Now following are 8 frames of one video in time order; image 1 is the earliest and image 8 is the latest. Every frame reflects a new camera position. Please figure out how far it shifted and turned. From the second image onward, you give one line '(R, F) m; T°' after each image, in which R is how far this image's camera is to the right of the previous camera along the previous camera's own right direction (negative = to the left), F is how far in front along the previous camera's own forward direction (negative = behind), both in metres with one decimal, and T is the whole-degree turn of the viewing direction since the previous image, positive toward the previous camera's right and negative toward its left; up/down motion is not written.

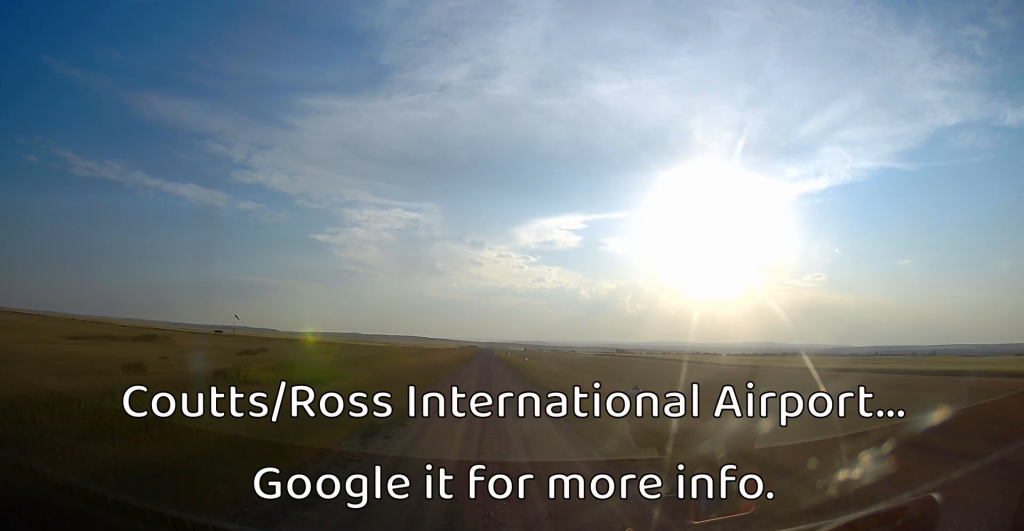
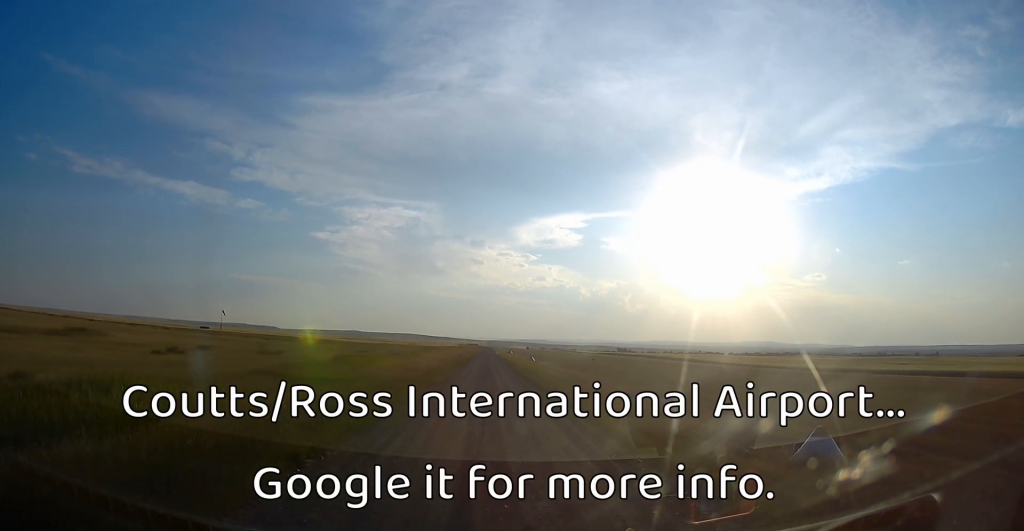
(+0.3, +11.3) m; +2°
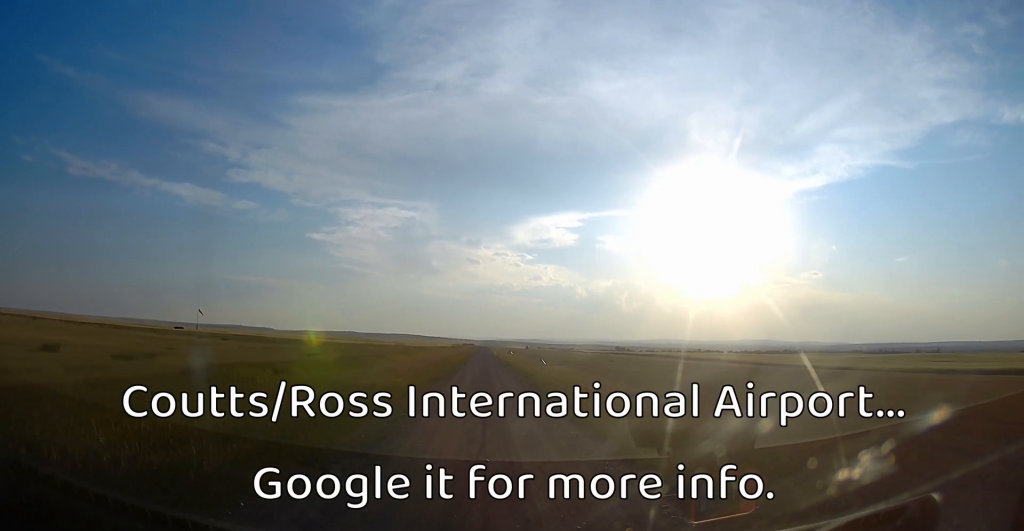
(0.0, +15.7) m; 0°
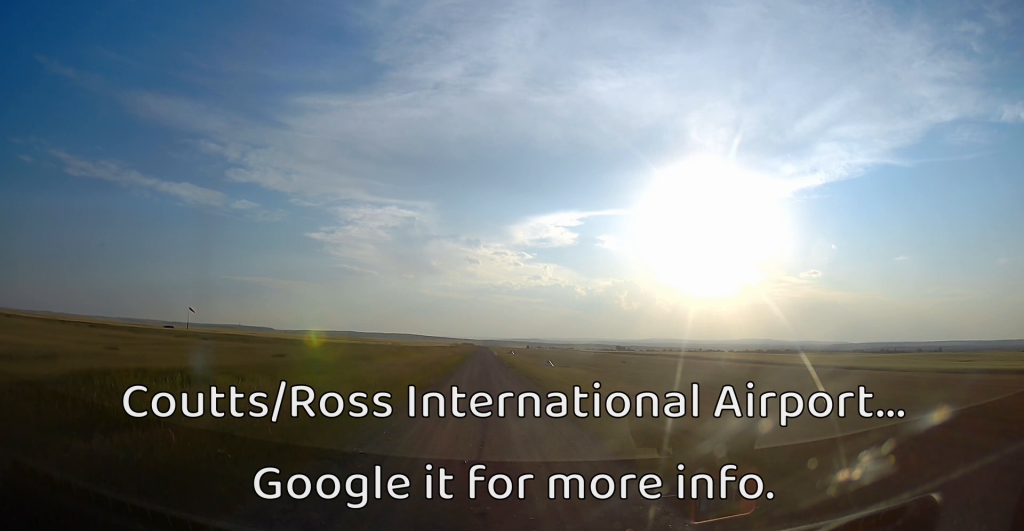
(0.0, +6.3) m; 0°
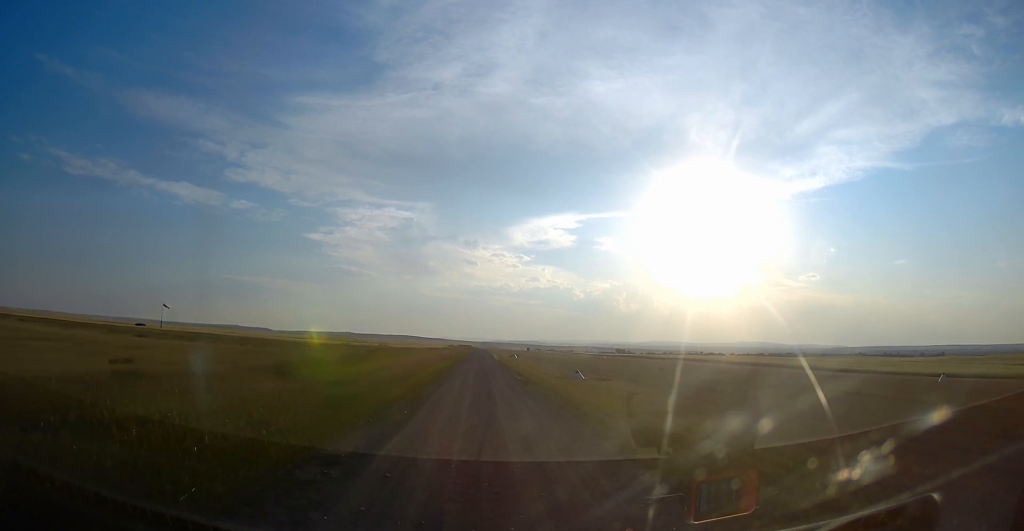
(0.0, +15.4) m; 0°
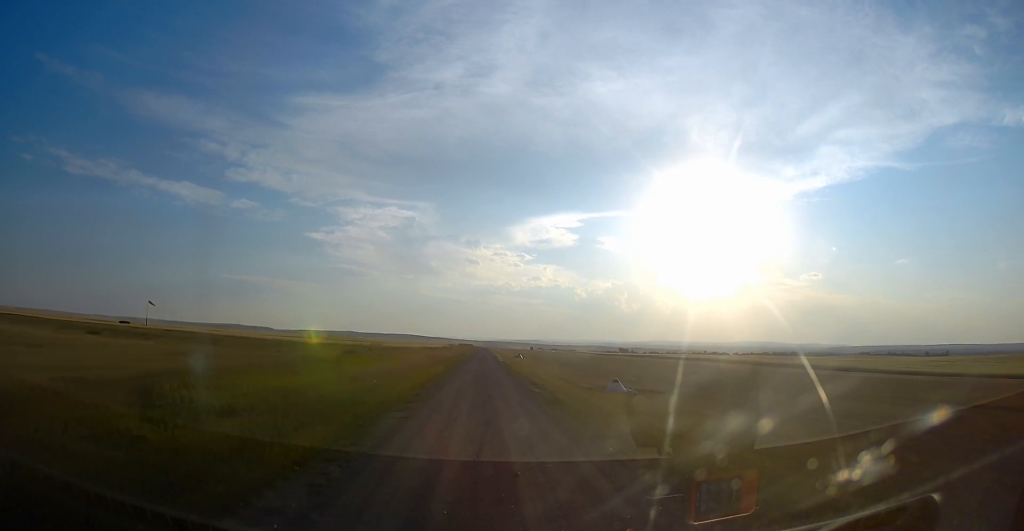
(0.0, +9.1) m; +2°
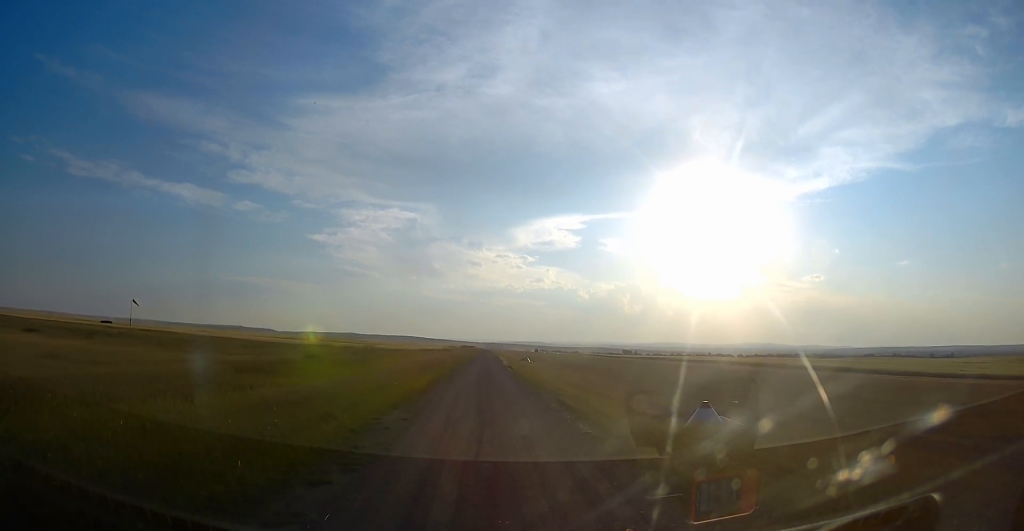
(+0.3, +9.5) m; -2°
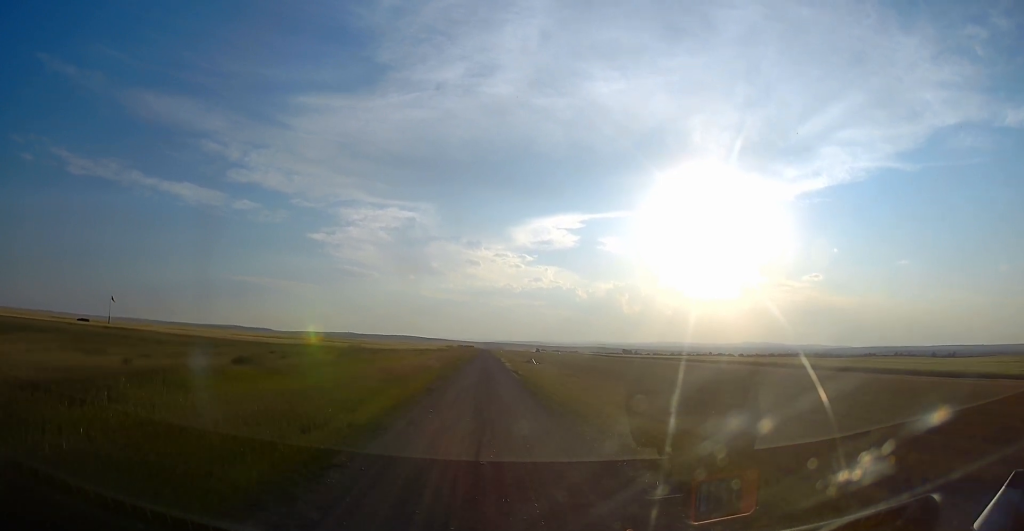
(-0.5, +9.6) m; -2°
